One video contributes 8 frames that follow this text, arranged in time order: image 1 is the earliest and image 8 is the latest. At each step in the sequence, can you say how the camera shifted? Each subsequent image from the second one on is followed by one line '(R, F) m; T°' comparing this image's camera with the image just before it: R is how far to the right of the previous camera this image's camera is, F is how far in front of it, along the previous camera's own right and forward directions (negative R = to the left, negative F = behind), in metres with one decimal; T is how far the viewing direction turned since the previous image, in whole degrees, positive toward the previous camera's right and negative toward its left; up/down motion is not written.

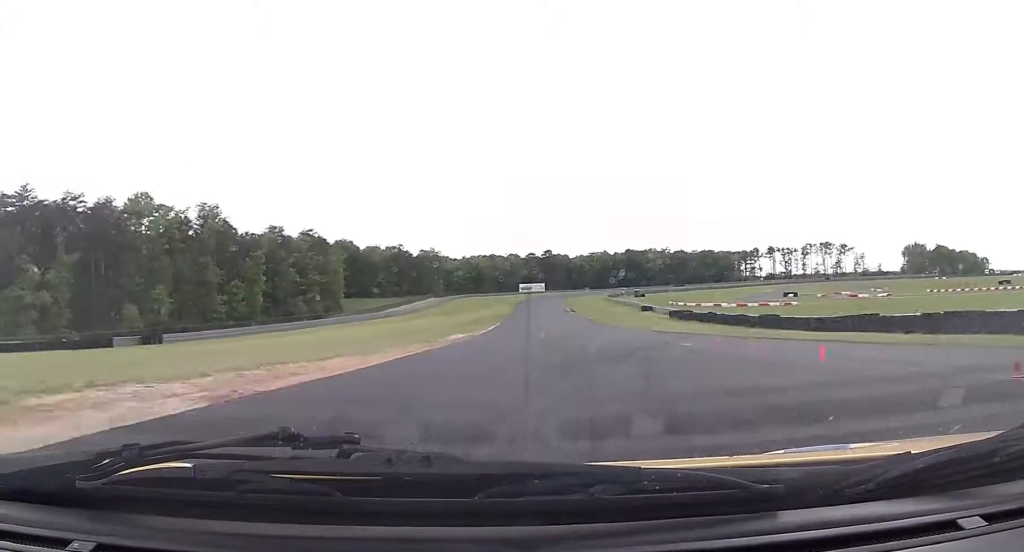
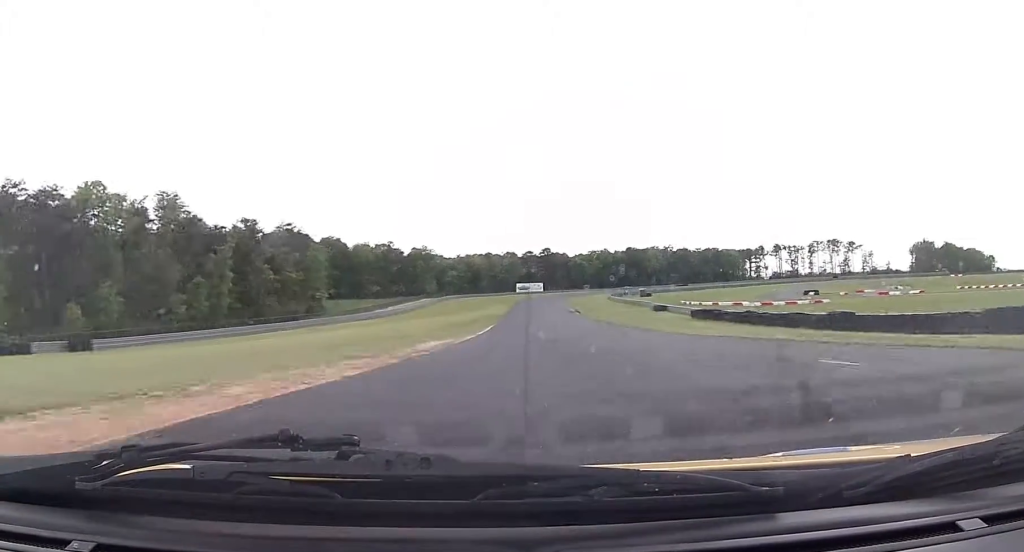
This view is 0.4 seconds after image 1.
(+0.2, +12.7) m; 0°
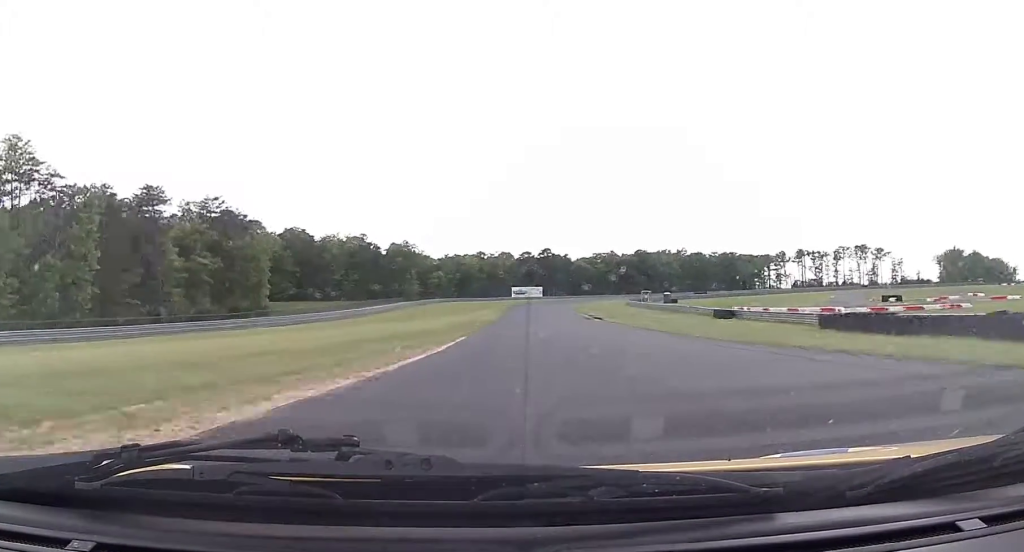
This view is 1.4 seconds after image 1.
(-0.2, +34.0) m; 0°
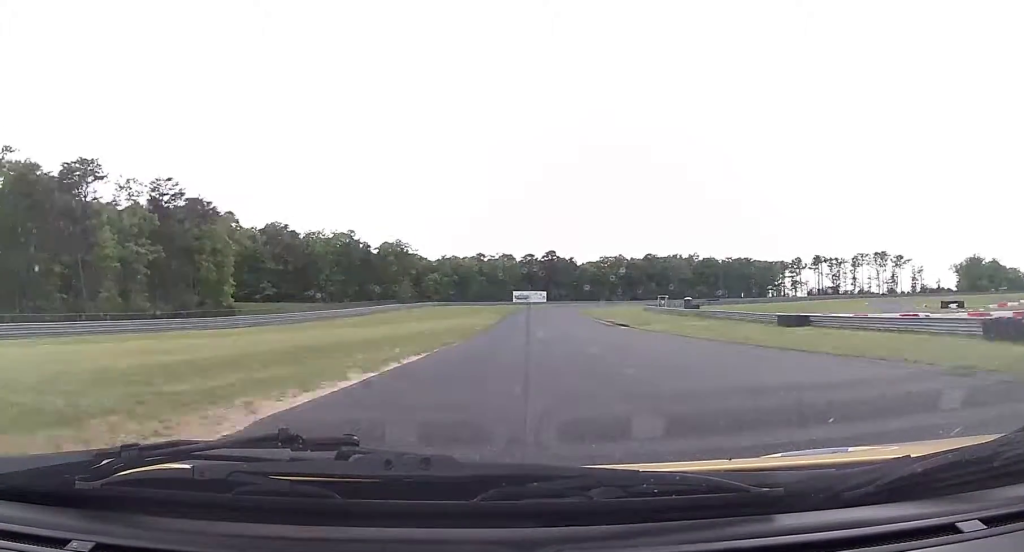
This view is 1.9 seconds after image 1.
(-0.1, +16.7) m; 0°
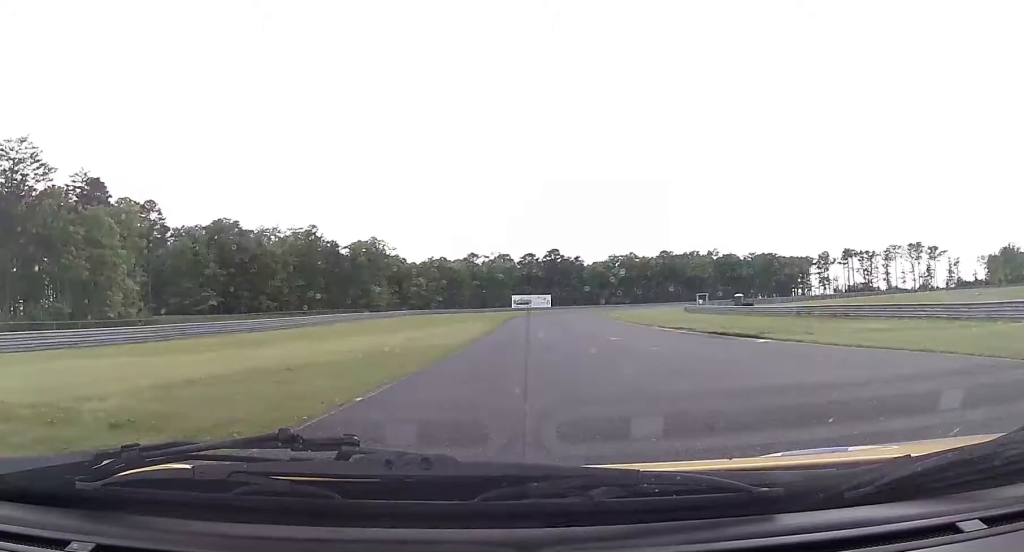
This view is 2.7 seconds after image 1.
(0.0, +30.7) m; 0°
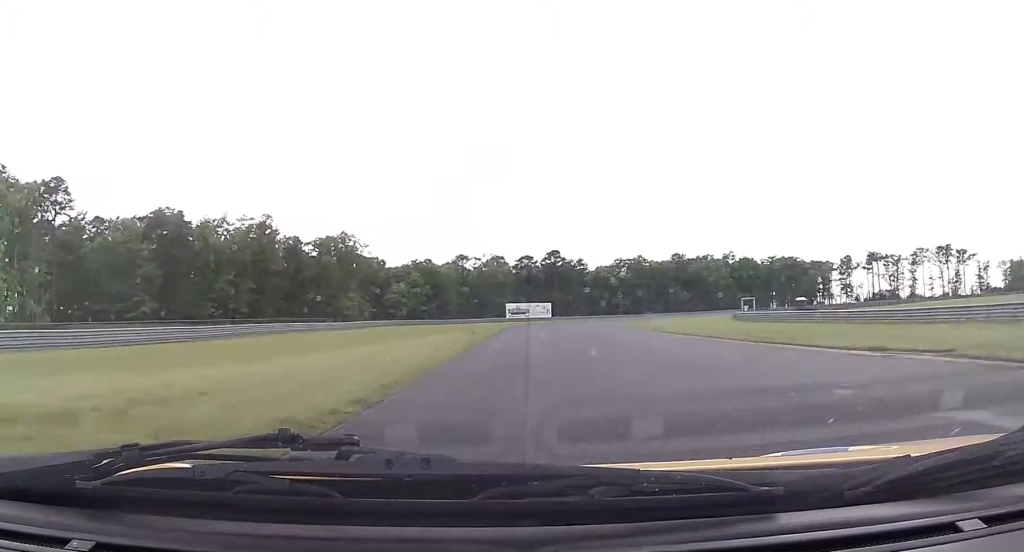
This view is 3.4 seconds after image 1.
(0.0, +25.0) m; +1°
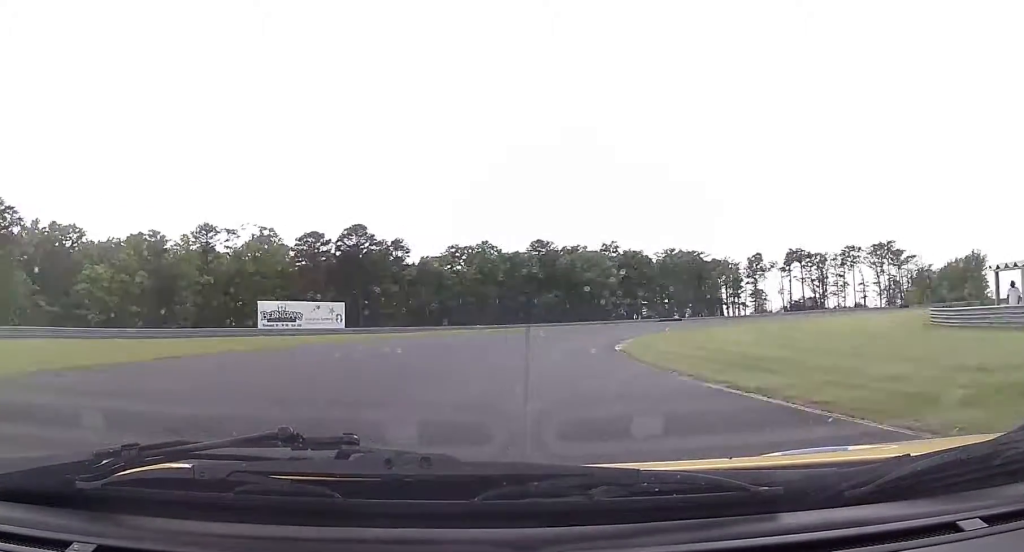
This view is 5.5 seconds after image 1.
(+1.9, +75.0) m; +9°
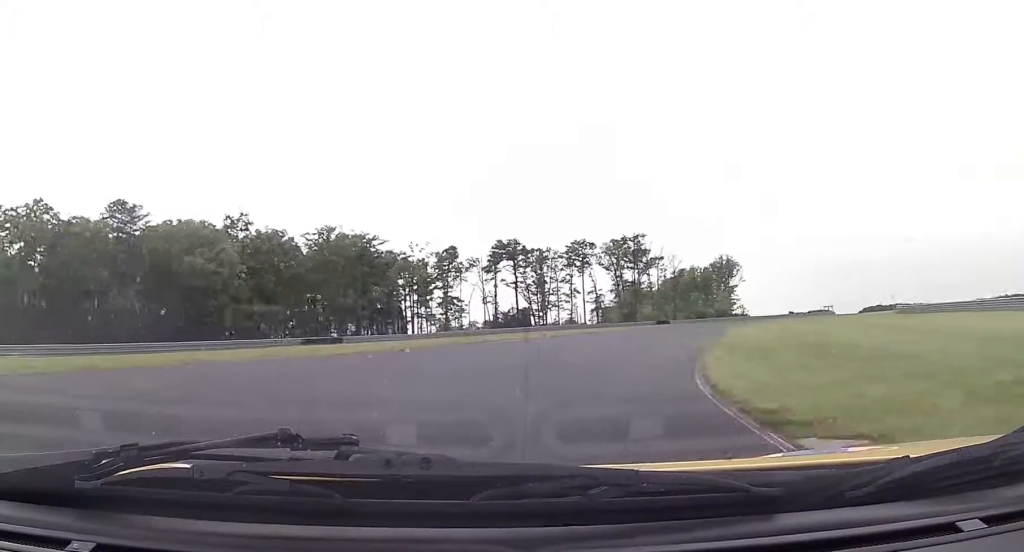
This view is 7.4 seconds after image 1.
(+14.0, +57.6) m; +28°
